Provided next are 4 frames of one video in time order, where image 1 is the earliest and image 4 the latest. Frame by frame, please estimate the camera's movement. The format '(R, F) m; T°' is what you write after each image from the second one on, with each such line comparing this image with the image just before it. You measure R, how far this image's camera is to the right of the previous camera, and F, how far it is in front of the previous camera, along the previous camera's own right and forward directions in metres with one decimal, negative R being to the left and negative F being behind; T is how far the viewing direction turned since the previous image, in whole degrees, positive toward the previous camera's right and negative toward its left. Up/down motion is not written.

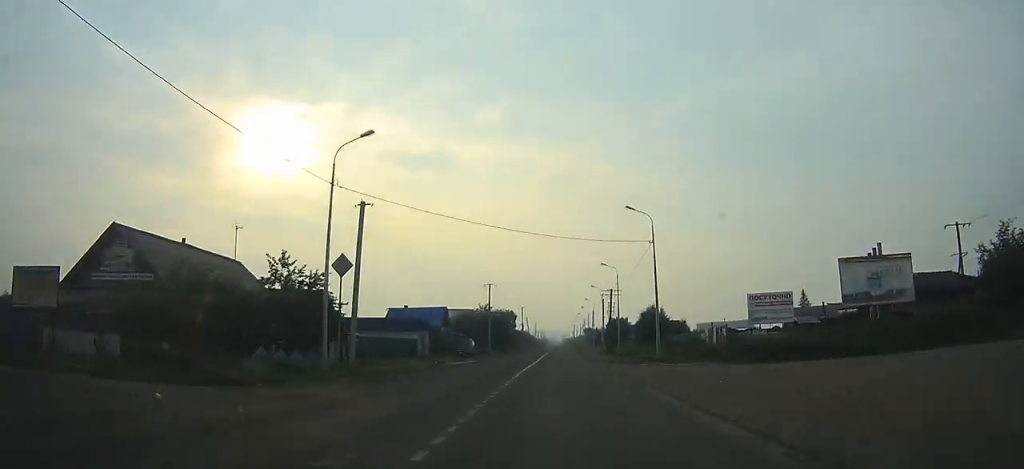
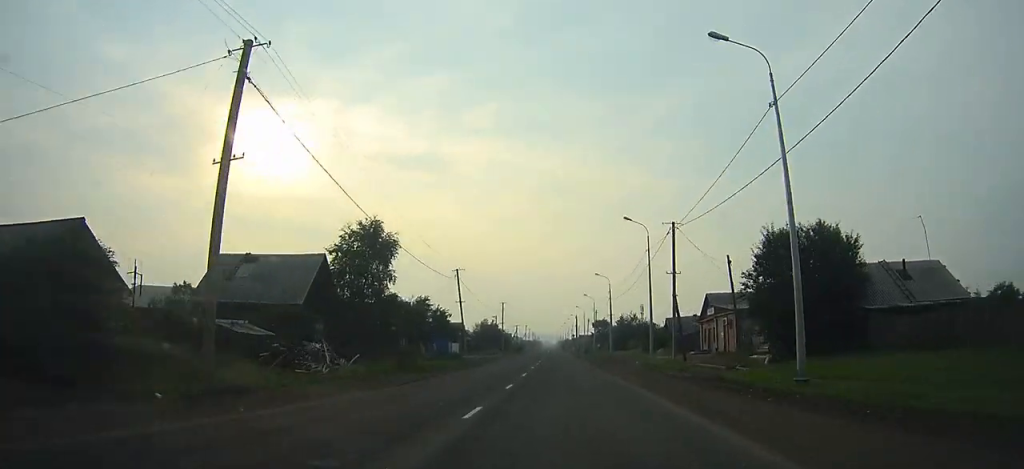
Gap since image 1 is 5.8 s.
(0.0, +102.9) m; 0°
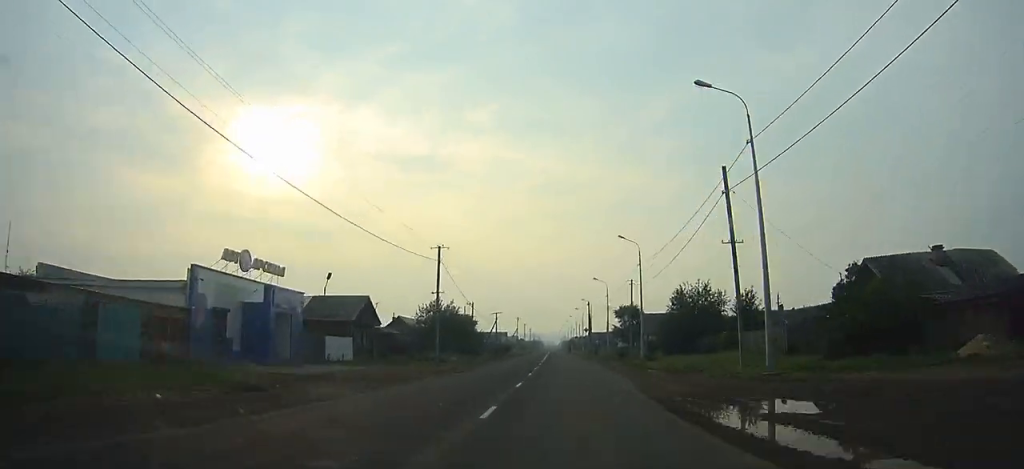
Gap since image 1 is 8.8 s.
(0.0, +55.1) m; 0°
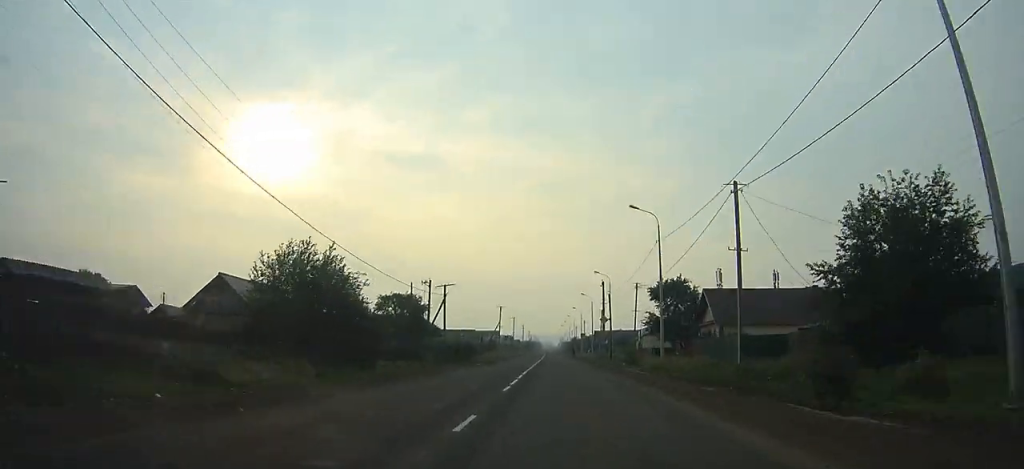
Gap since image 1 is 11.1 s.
(0.0, +41.4) m; 0°
